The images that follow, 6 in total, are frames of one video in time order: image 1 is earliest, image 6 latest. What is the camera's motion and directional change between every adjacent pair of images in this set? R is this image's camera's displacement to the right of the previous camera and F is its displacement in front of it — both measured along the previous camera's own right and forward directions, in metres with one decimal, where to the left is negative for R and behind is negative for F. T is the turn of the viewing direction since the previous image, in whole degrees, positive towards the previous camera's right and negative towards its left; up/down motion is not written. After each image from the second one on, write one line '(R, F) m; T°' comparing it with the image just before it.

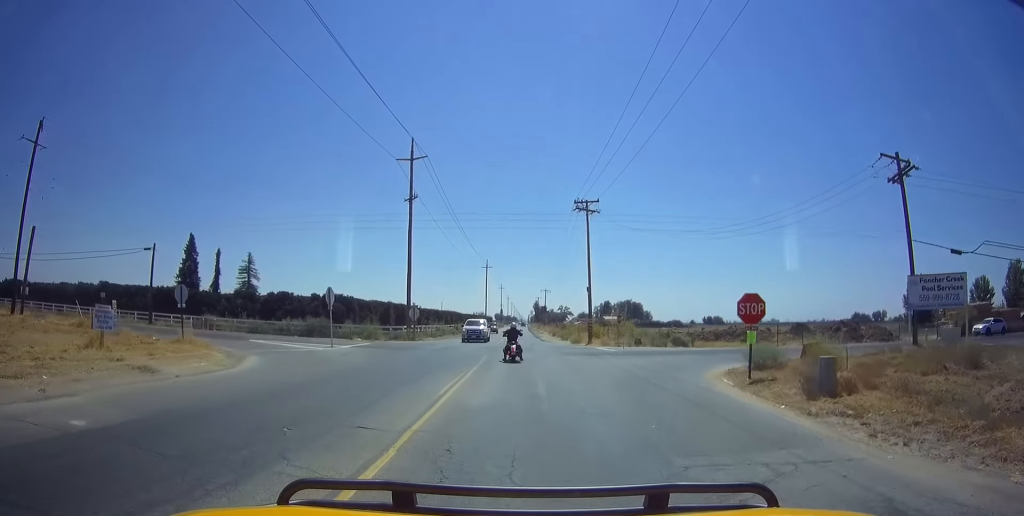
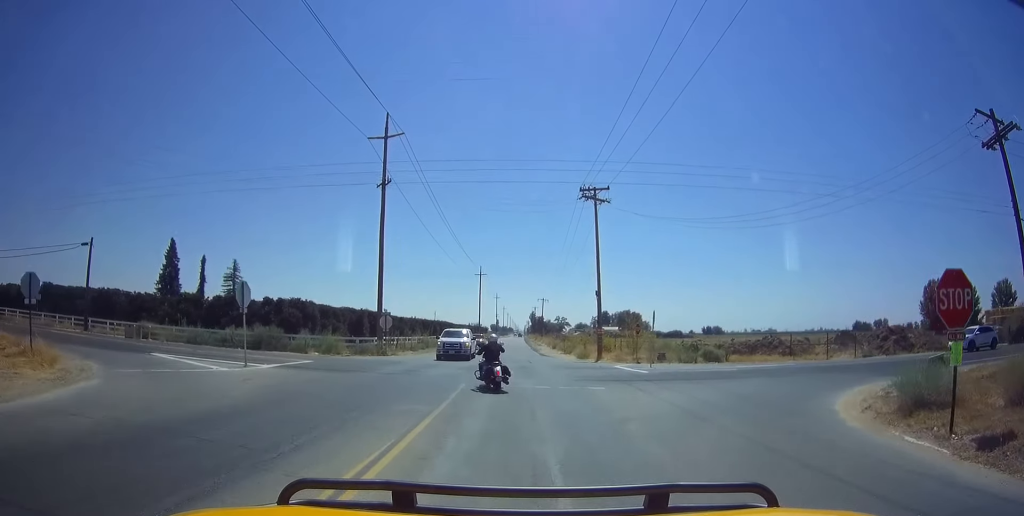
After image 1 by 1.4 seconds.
(0.0, +6.5) m; 0°
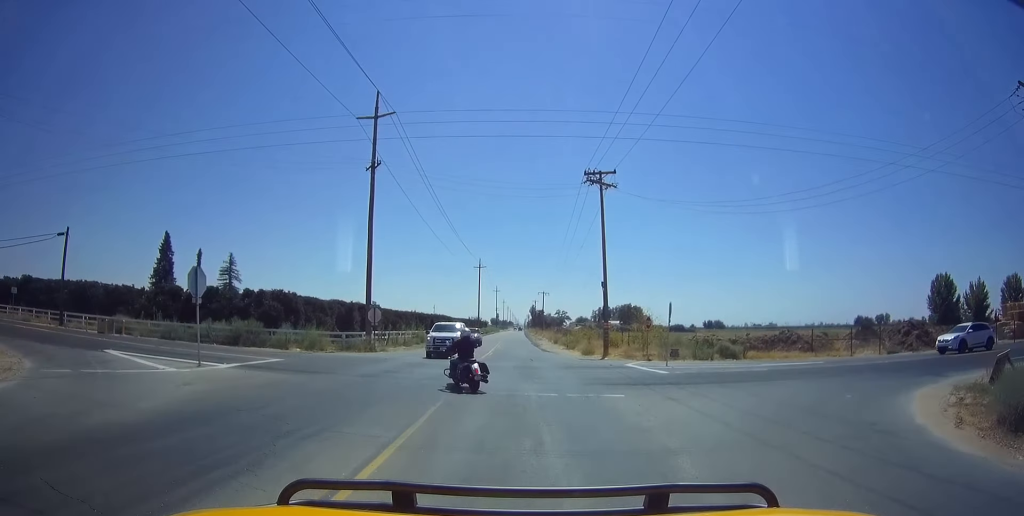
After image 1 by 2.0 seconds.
(0.0, +2.2) m; 0°
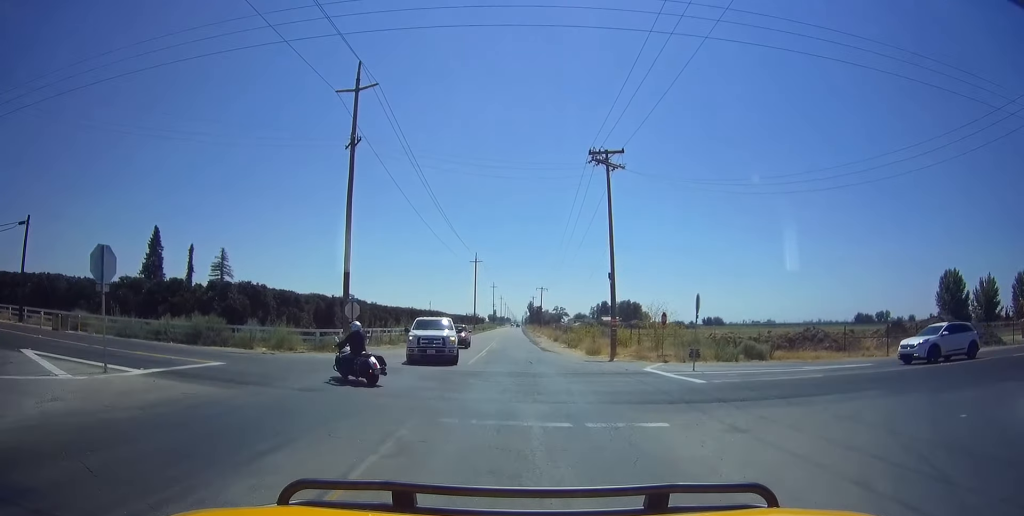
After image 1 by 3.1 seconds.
(0.0, +2.8) m; 0°
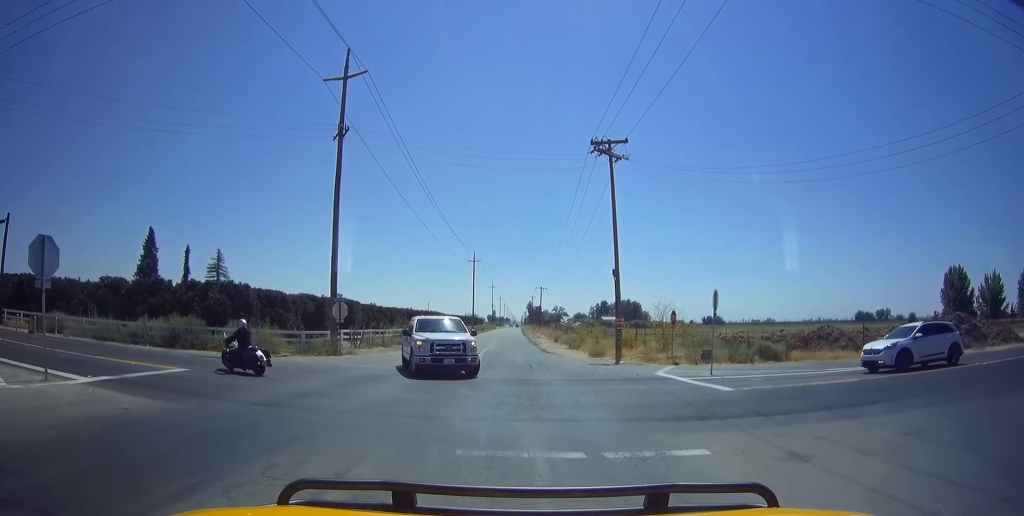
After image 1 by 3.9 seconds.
(0.0, +1.2) m; 0°
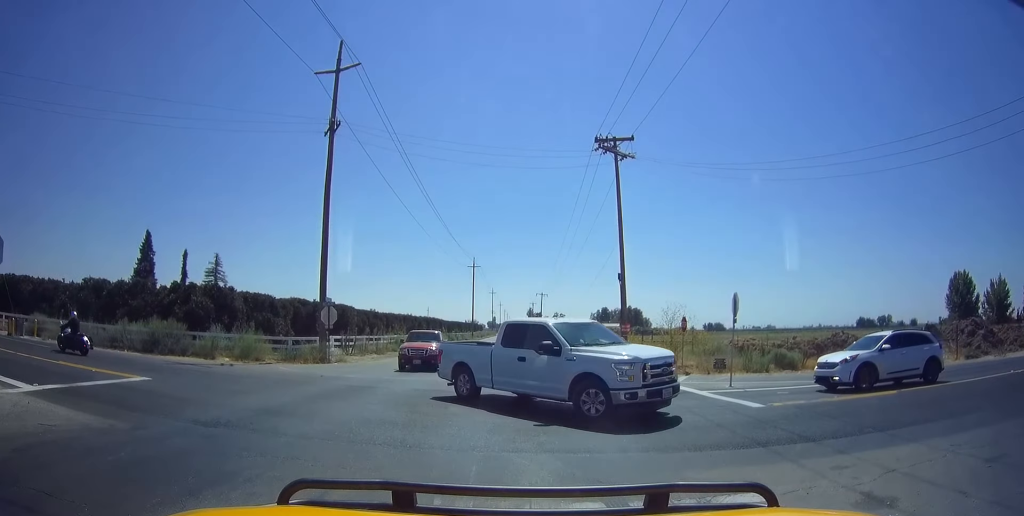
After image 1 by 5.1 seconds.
(0.0, +1.8) m; 0°
